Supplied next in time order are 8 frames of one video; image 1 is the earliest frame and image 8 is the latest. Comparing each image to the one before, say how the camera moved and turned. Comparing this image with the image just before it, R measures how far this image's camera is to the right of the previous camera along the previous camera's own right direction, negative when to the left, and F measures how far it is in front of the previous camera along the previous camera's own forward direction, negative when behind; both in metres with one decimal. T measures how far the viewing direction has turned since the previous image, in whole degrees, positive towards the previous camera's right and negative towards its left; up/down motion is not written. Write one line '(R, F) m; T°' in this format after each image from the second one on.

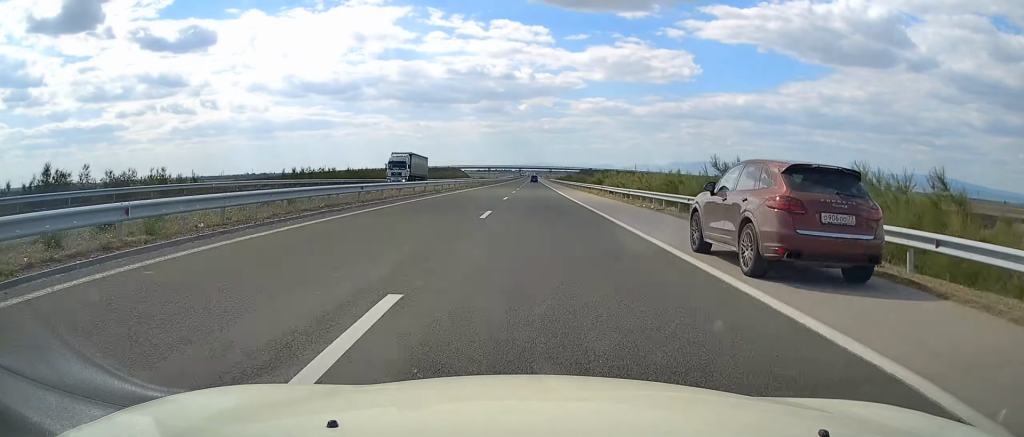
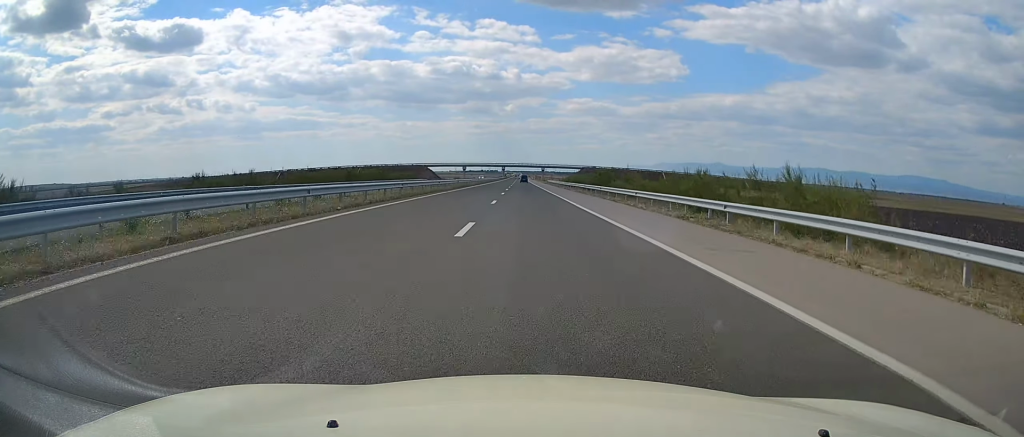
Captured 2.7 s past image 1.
(+0.8, +85.6) m; +1°
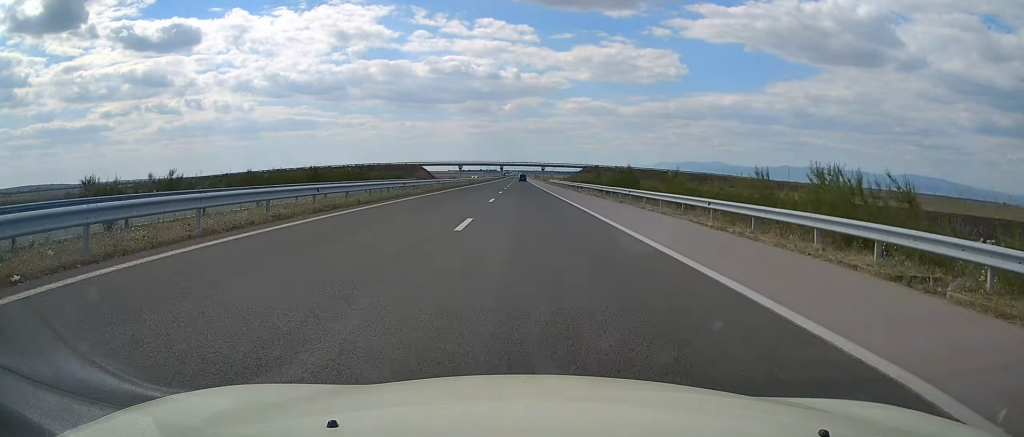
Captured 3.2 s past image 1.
(0.0, +14.8) m; 0°
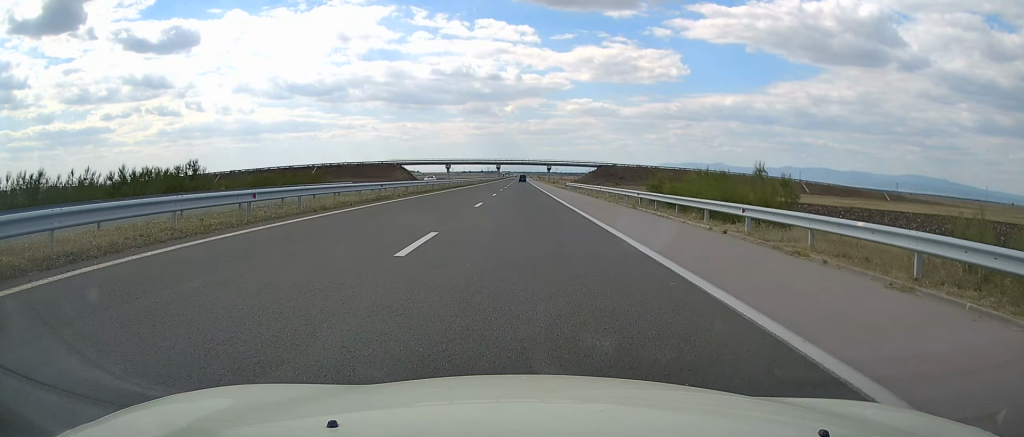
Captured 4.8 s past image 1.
(+0.3, +52.5) m; +1°
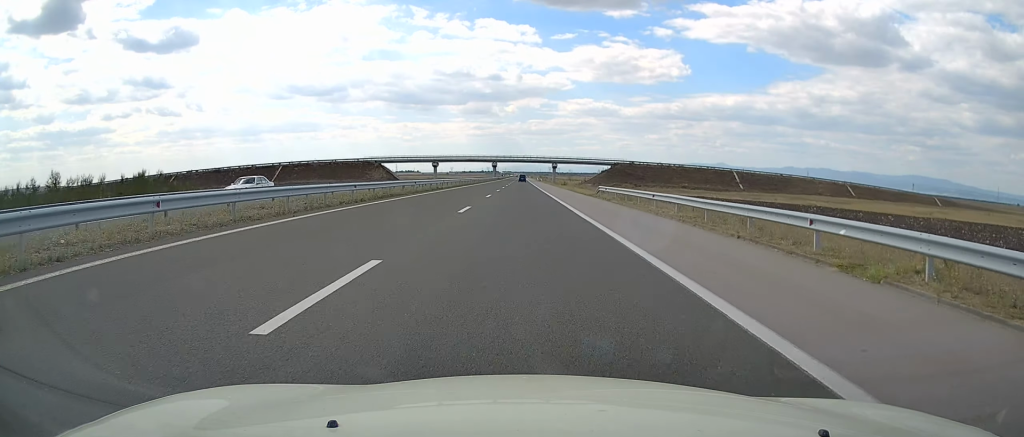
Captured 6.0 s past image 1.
(+0.1, +36.7) m; 0°
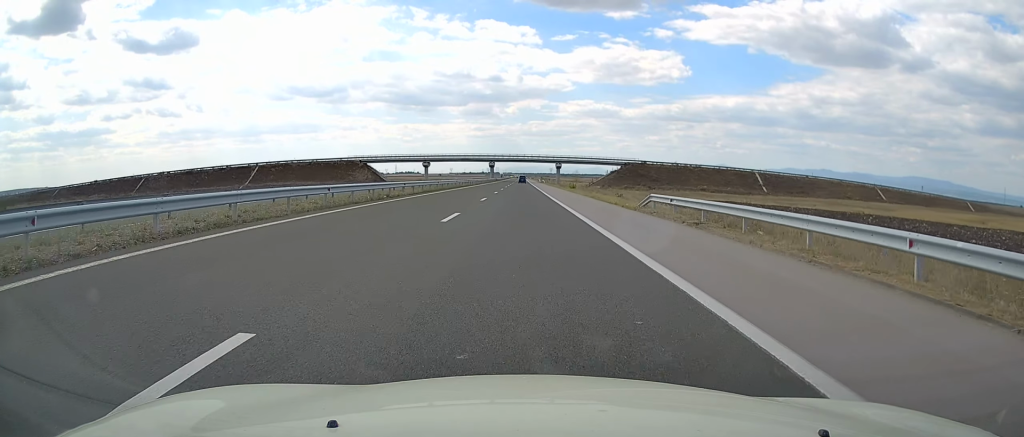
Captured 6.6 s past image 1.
(-0.1, +19.8) m; 0°
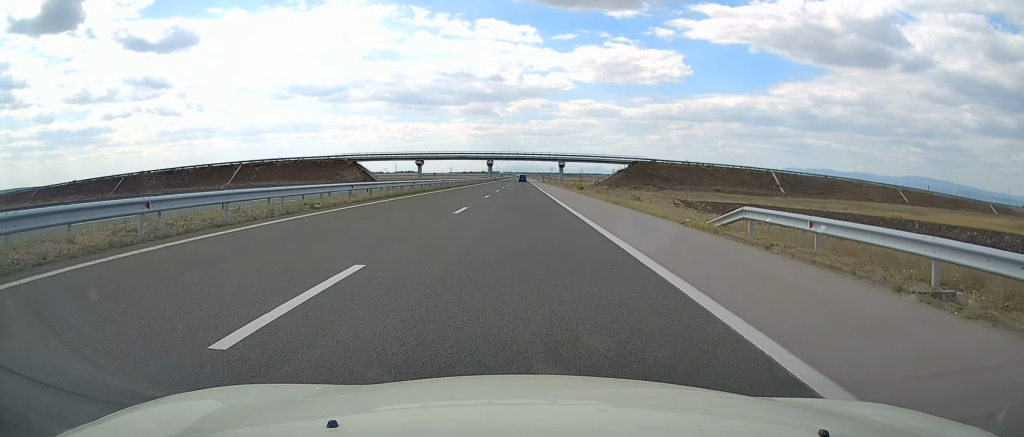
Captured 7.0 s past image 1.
(0.0, +12.5) m; 0°
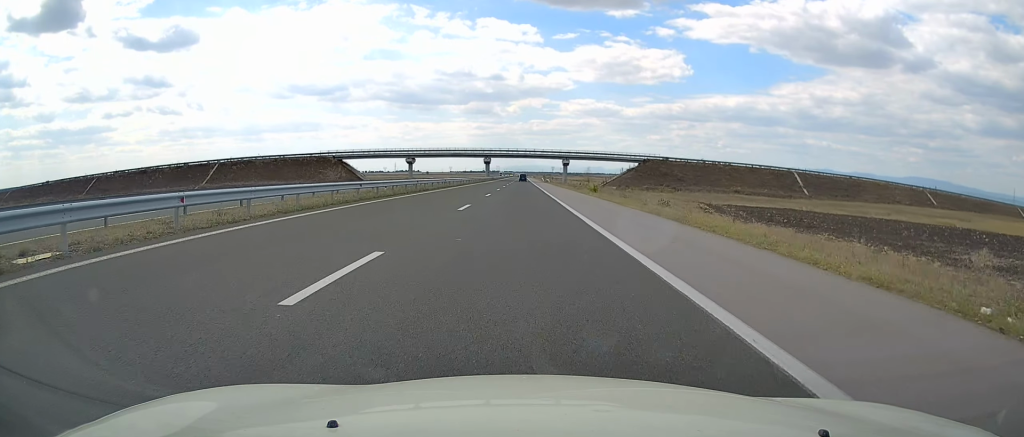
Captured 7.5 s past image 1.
(0.0, +14.6) m; 0°
